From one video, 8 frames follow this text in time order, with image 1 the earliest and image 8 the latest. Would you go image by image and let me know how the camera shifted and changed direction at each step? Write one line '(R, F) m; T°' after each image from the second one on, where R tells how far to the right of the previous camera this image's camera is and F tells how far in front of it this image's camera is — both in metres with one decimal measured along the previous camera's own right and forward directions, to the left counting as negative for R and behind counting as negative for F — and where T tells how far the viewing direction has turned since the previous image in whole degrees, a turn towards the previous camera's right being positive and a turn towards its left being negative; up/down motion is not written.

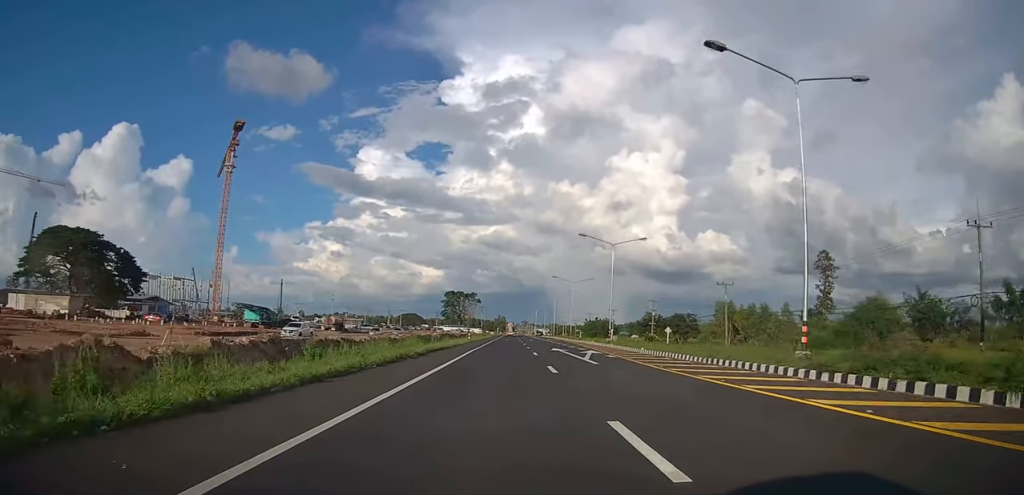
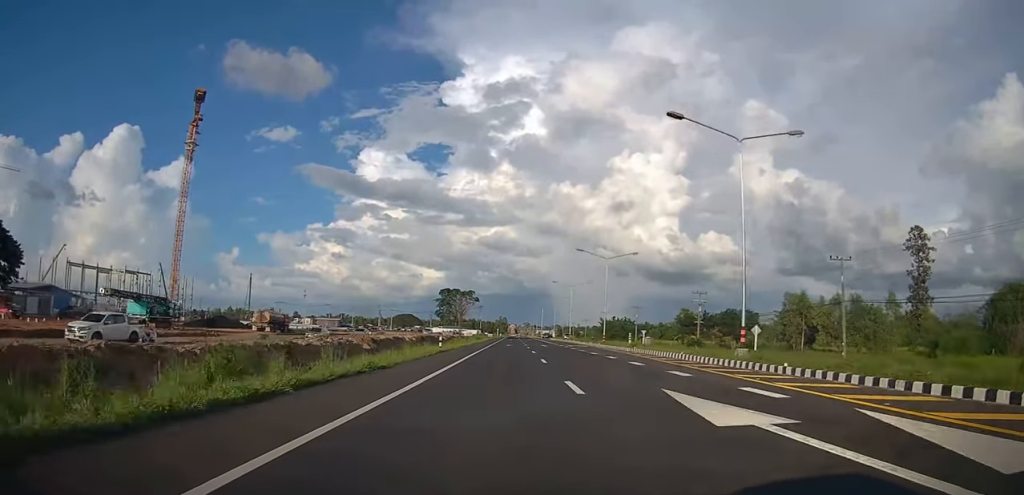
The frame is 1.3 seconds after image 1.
(-0.2, +29.4) m; 0°
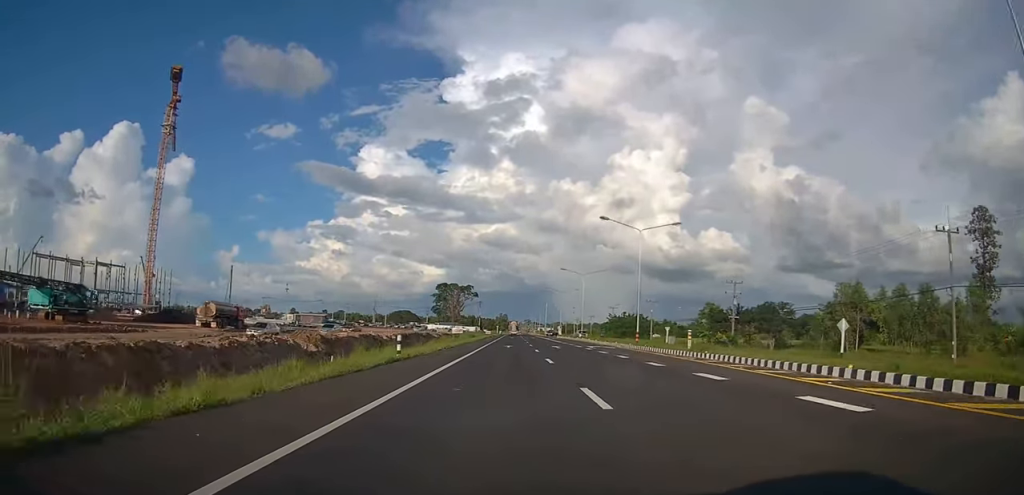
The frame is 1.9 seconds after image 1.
(0.0, +14.8) m; 0°
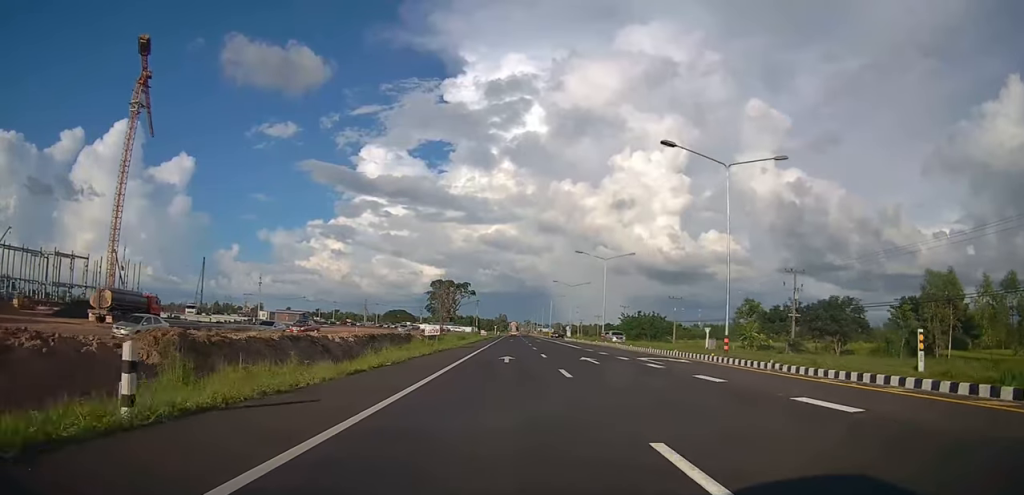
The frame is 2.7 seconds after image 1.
(0.0, +17.9) m; 0°
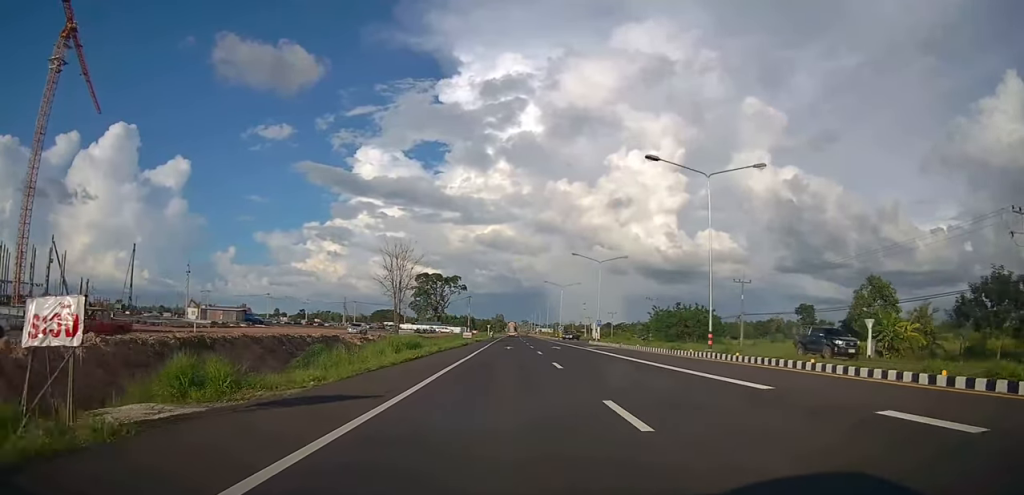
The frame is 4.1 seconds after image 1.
(+0.1, +32.8) m; 0°
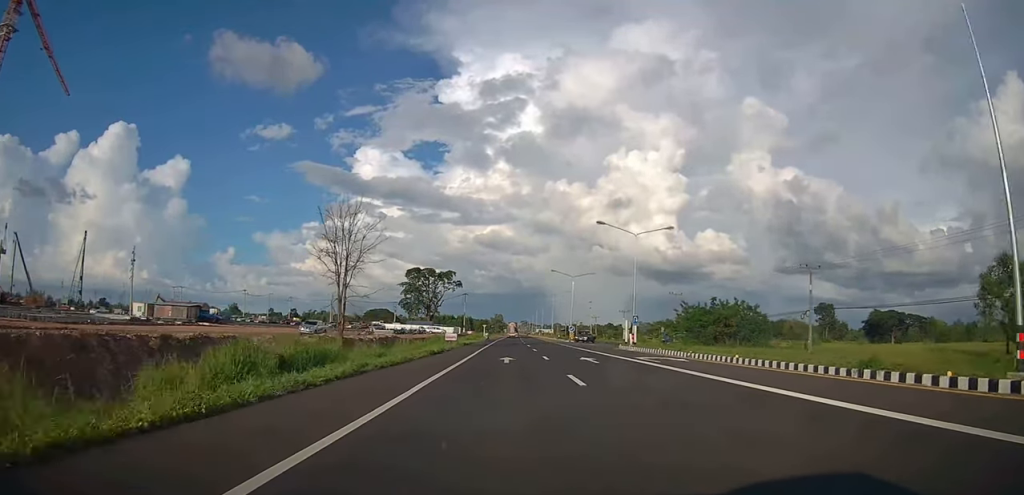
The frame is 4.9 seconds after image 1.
(-0.1, +18.2) m; 0°
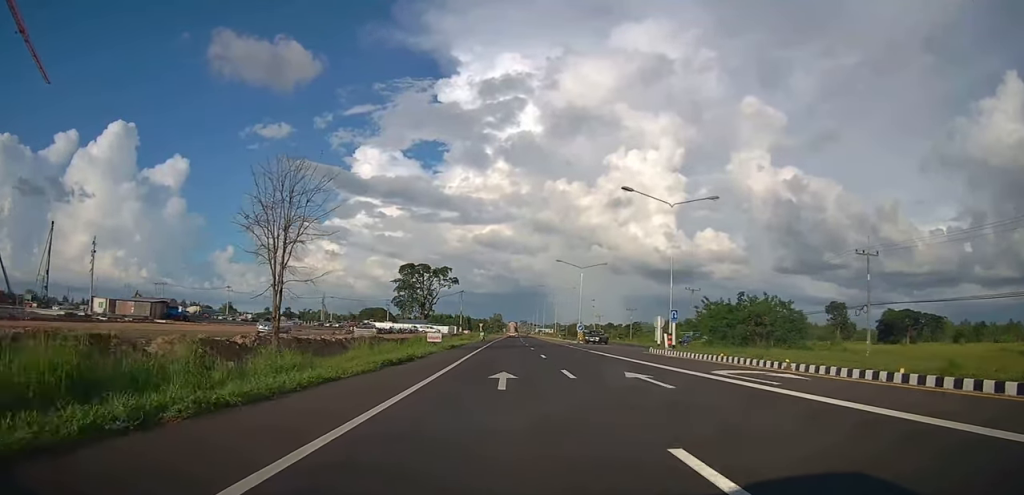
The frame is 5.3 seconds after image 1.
(+0.1, +10.4) m; 0°
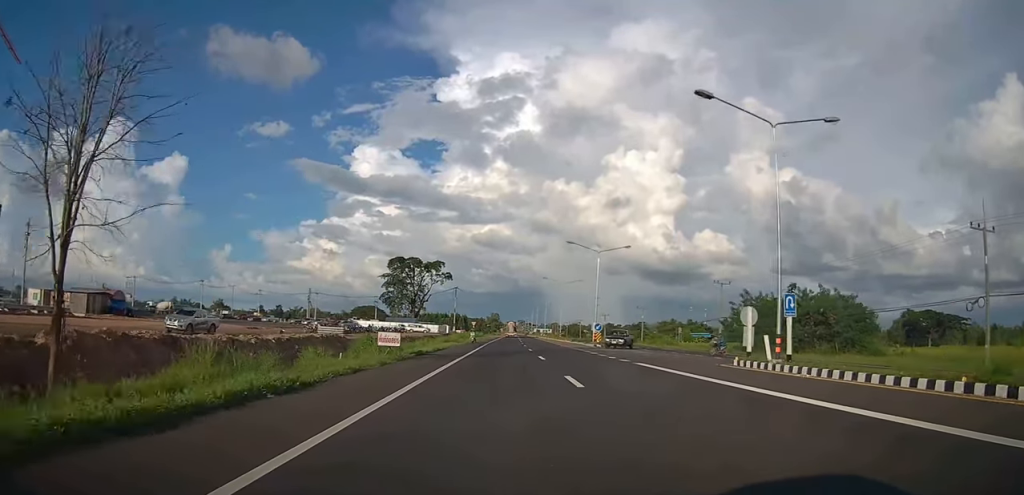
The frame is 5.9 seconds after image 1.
(0.0, +14.2) m; 0°
